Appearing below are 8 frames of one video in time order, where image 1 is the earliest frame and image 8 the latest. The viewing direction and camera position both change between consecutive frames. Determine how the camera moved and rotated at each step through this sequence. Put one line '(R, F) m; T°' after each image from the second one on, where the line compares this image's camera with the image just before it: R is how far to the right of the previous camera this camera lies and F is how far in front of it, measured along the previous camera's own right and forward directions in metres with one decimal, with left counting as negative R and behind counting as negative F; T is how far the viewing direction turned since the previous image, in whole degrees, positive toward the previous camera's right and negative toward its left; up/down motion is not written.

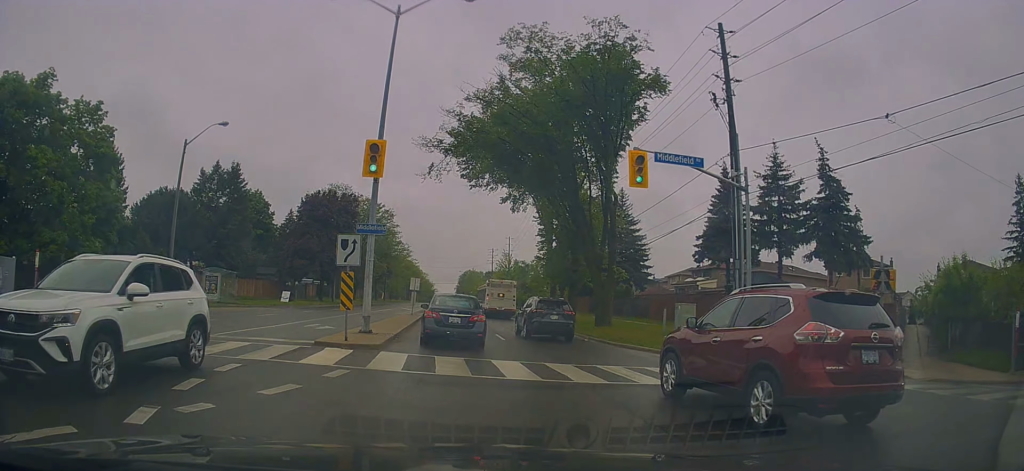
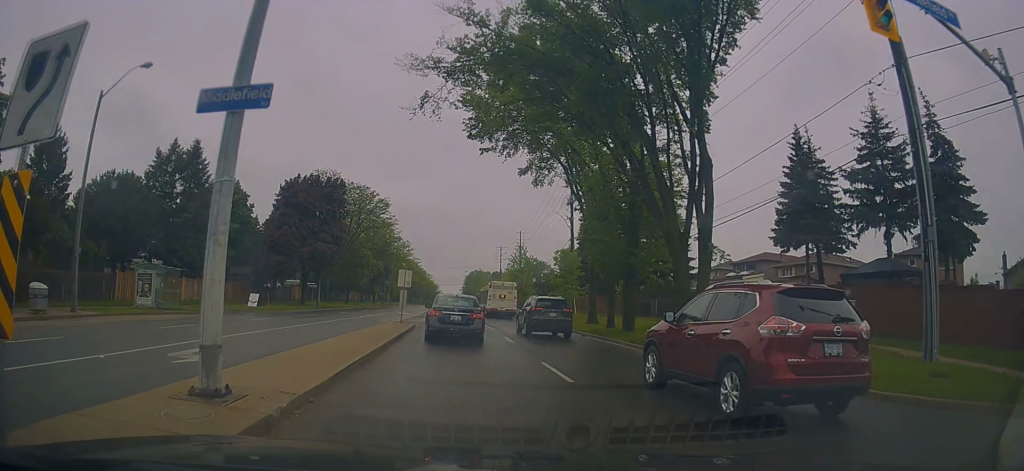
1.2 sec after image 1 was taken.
(-0.2, +10.5) m; -1°
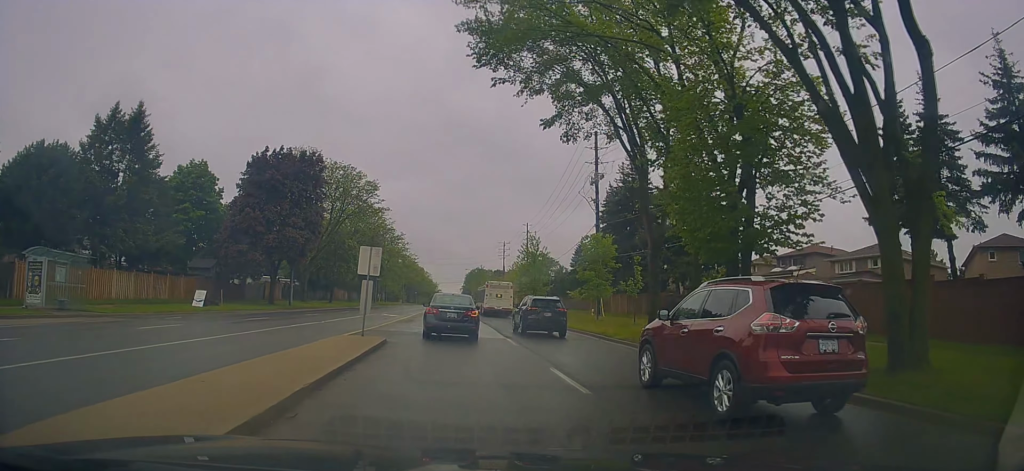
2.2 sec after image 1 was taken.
(-0.1, +10.0) m; +2°
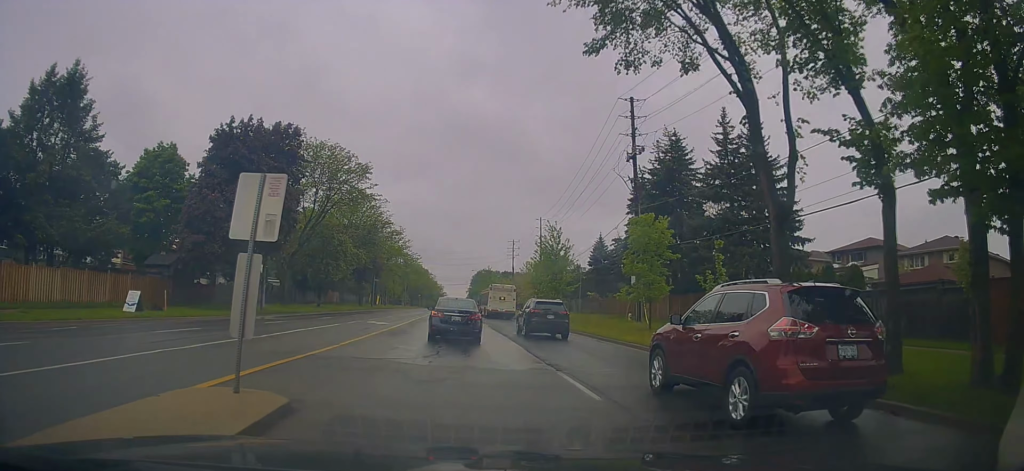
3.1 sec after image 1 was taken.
(+0.3, +9.2) m; +1°
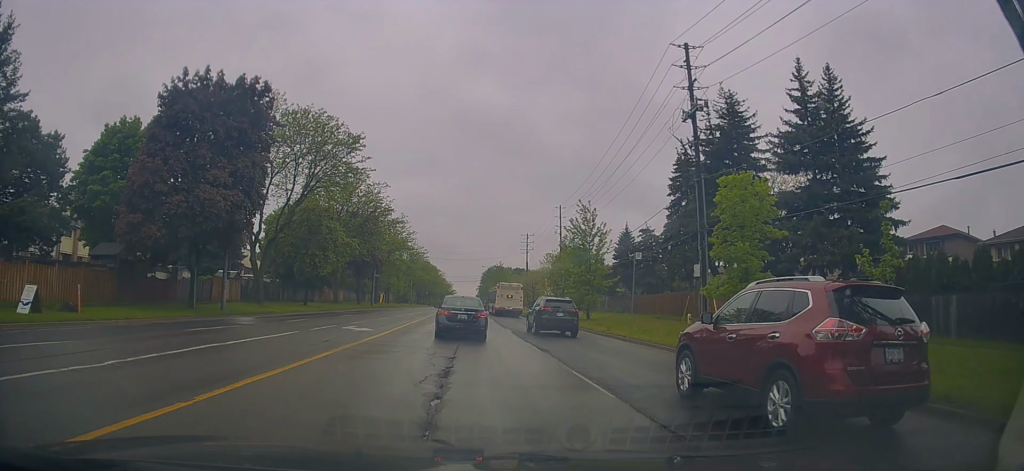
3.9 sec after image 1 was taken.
(0.0, +9.0) m; -3°
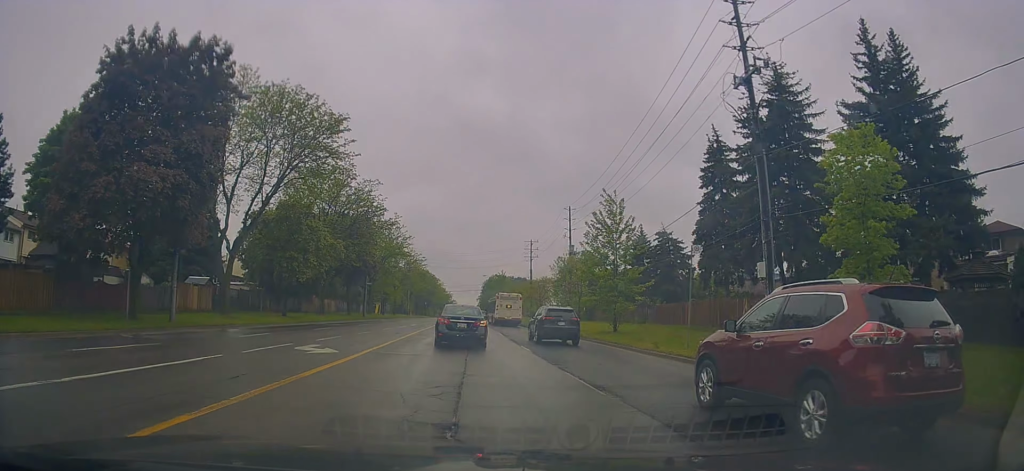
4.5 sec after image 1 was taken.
(0.0, +6.4) m; -4°
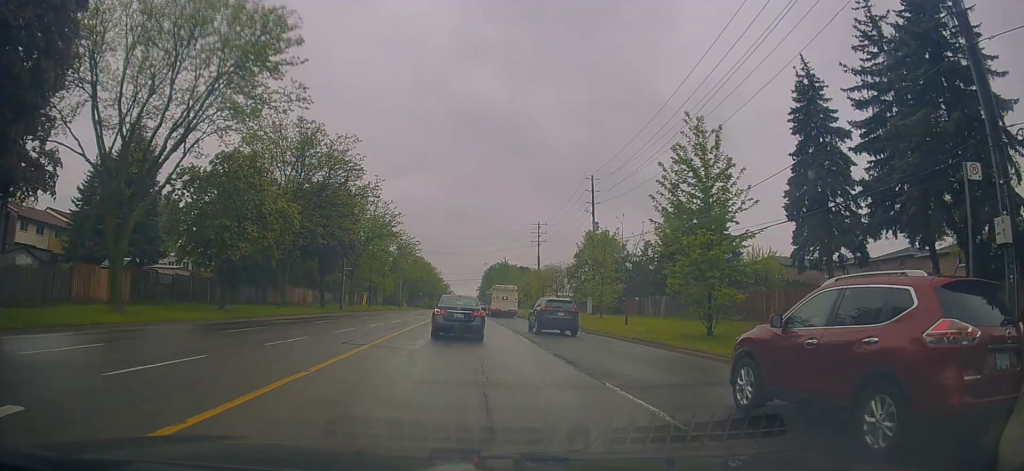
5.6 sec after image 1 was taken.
(-0.3, +13.0) m; +4°
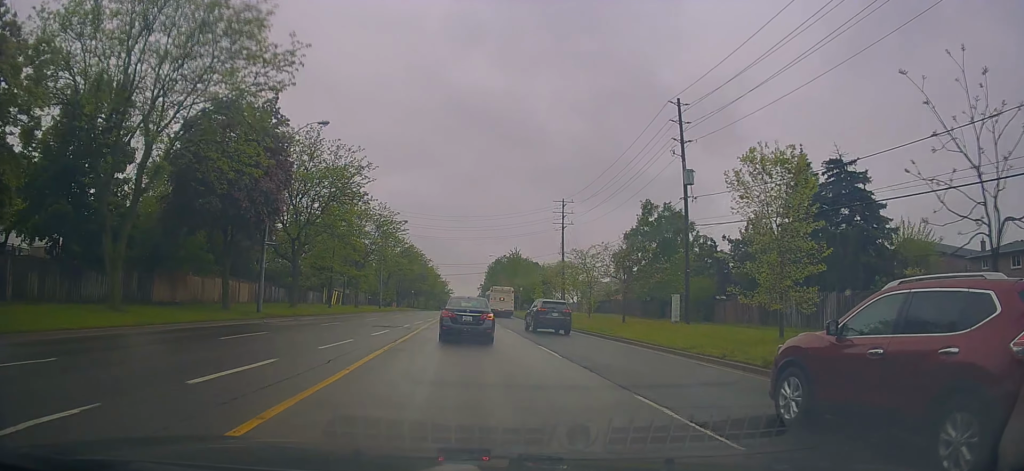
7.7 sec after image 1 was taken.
(+0.7, +24.2) m; -3°
